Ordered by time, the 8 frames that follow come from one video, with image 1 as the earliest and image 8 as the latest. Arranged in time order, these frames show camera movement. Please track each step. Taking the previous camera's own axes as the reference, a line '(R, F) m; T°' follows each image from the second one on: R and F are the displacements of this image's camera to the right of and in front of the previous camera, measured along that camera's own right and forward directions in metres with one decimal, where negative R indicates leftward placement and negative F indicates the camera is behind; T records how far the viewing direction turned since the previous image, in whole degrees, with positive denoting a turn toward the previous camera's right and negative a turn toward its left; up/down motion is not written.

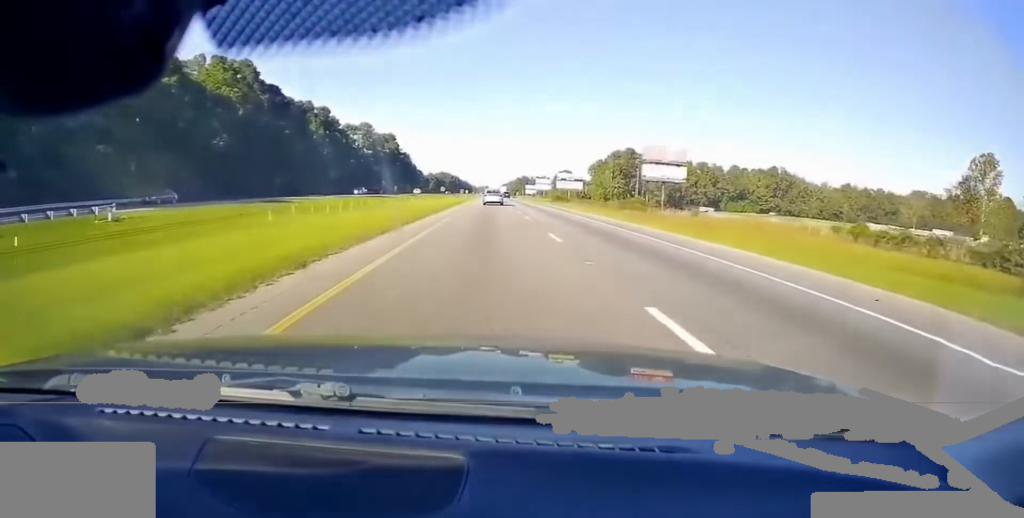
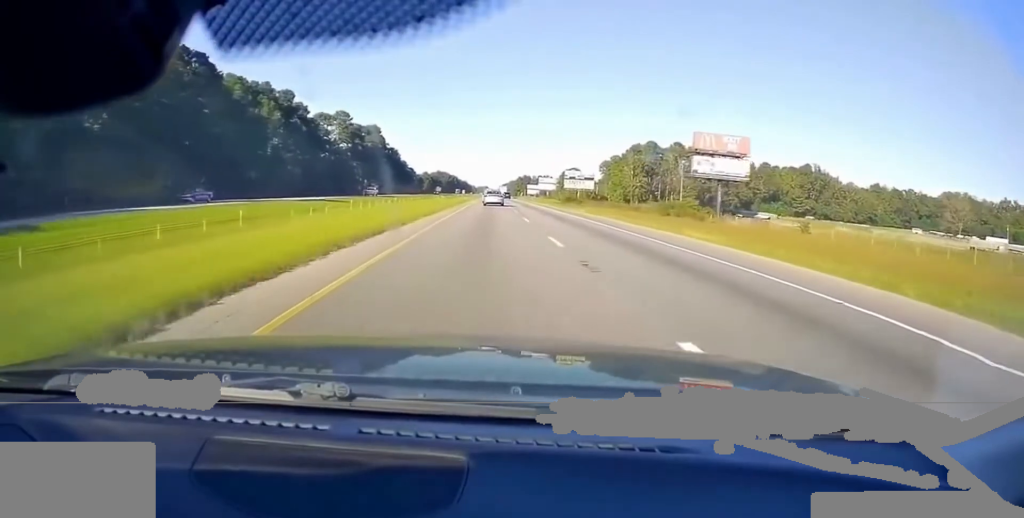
(+1.0, +38.9) m; +1°
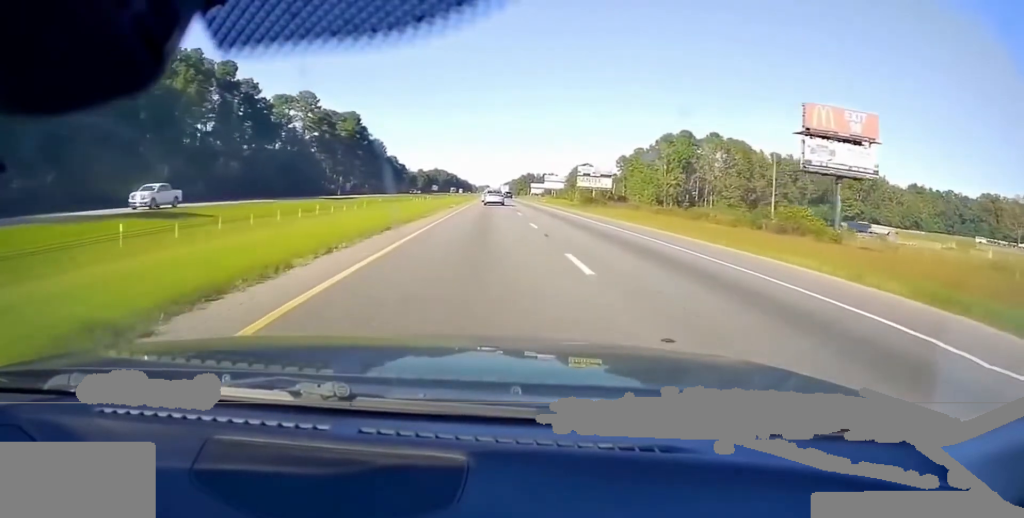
(-0.6, +42.4) m; -1°
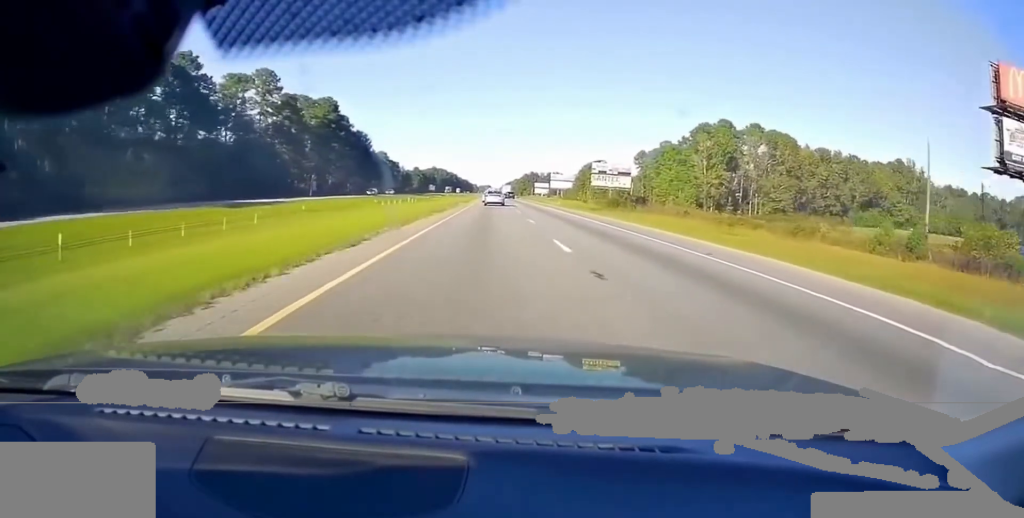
(0.0, +33.9) m; -1°
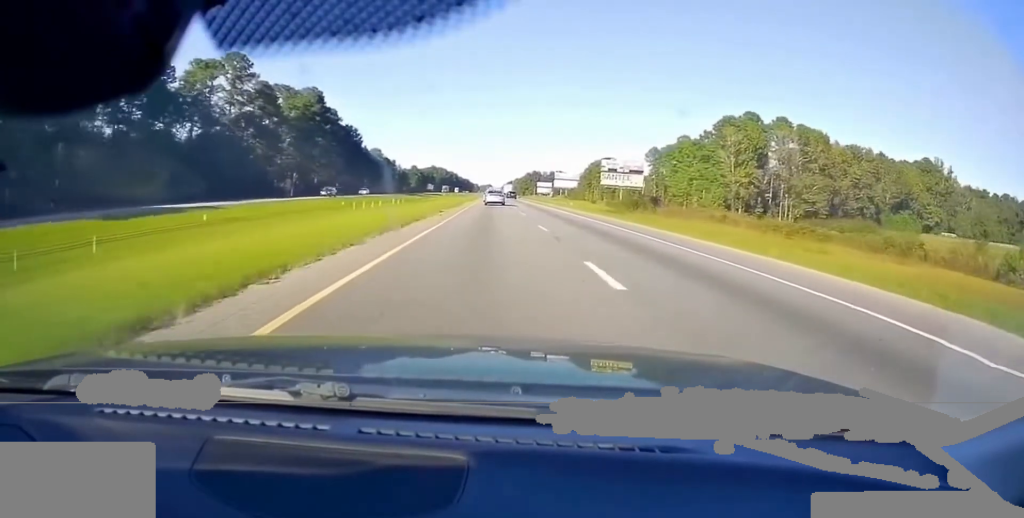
(-0.3, +17.5) m; 0°
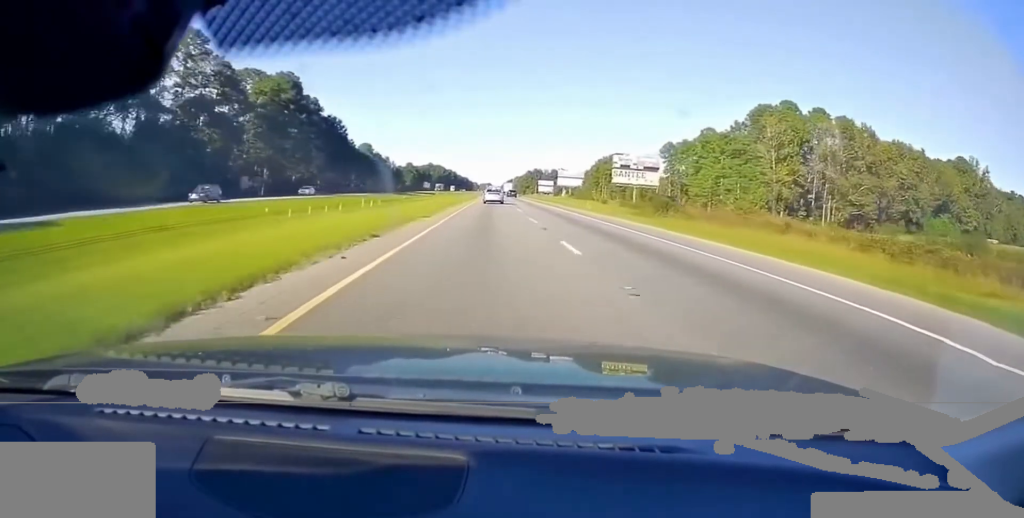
(-0.1, +20.9) m; 0°
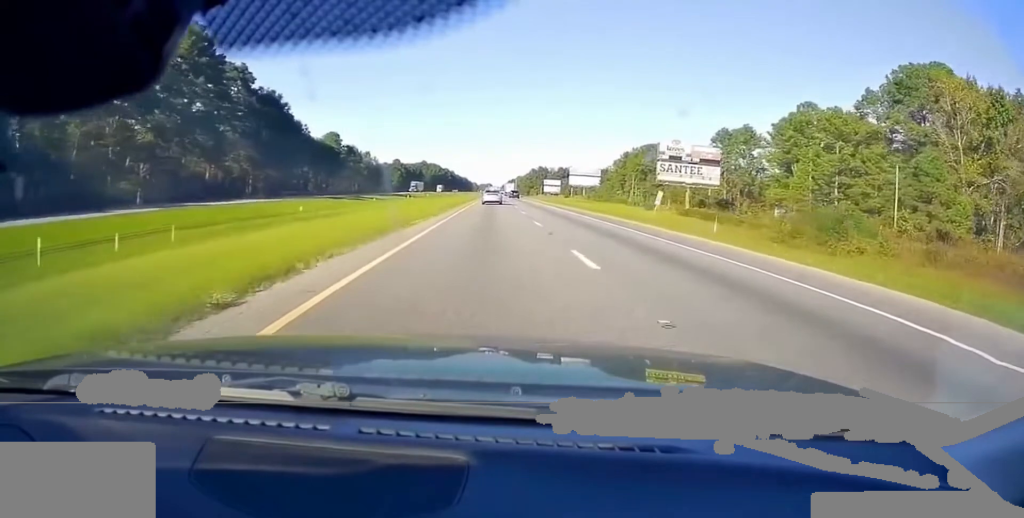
(+0.4, +52.7) m; 0°
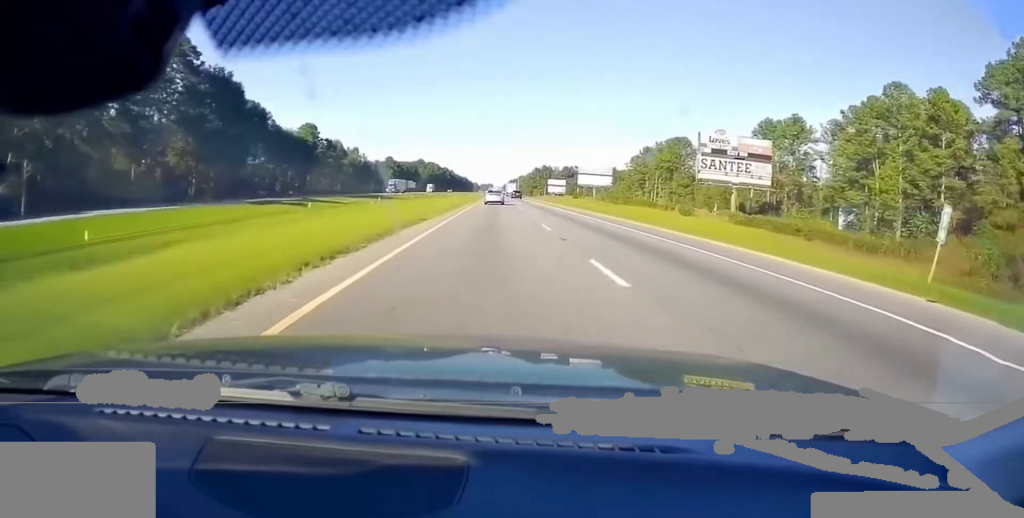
(-0.2, +27.3) m; 0°
